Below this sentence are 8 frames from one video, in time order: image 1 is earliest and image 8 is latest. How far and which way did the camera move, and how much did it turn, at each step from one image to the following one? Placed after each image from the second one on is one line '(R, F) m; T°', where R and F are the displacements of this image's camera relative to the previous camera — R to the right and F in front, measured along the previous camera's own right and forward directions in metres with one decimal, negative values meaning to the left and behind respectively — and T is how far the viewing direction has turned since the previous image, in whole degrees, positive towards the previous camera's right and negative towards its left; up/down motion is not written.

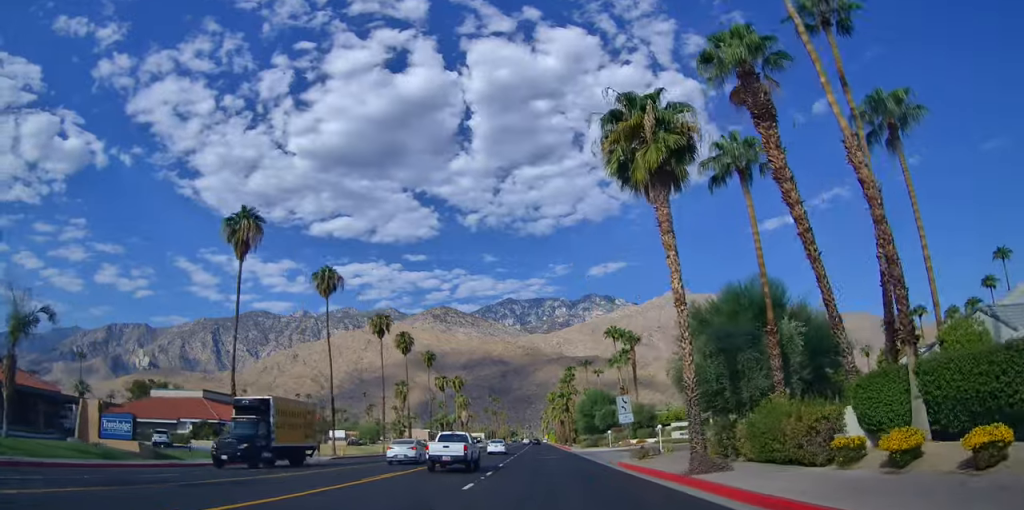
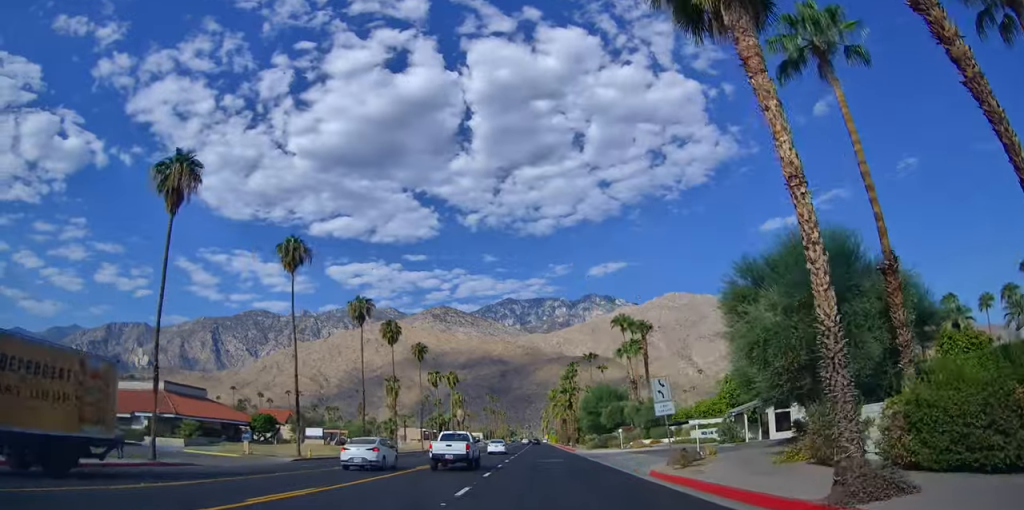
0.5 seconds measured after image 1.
(0.0, +8.8) m; 0°
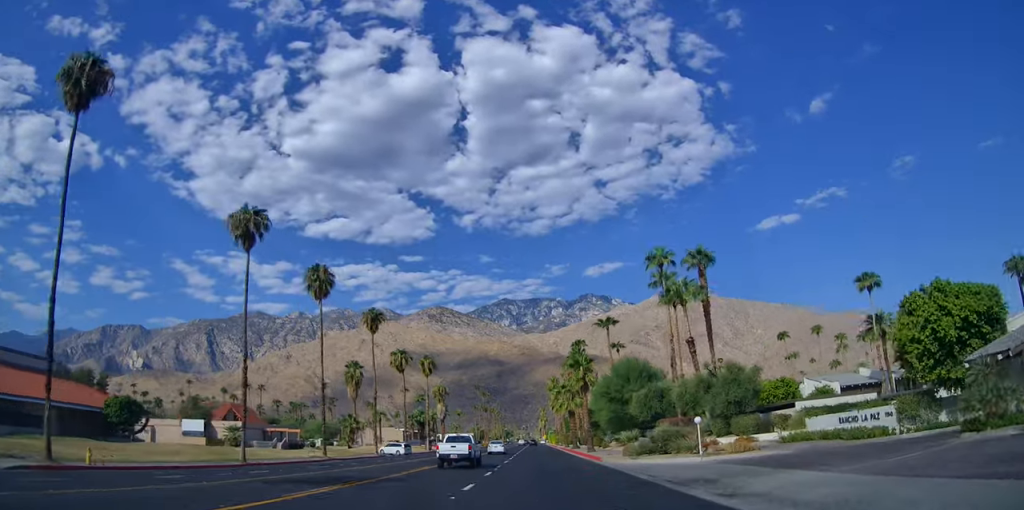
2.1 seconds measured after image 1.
(0.0, +27.7) m; 0°
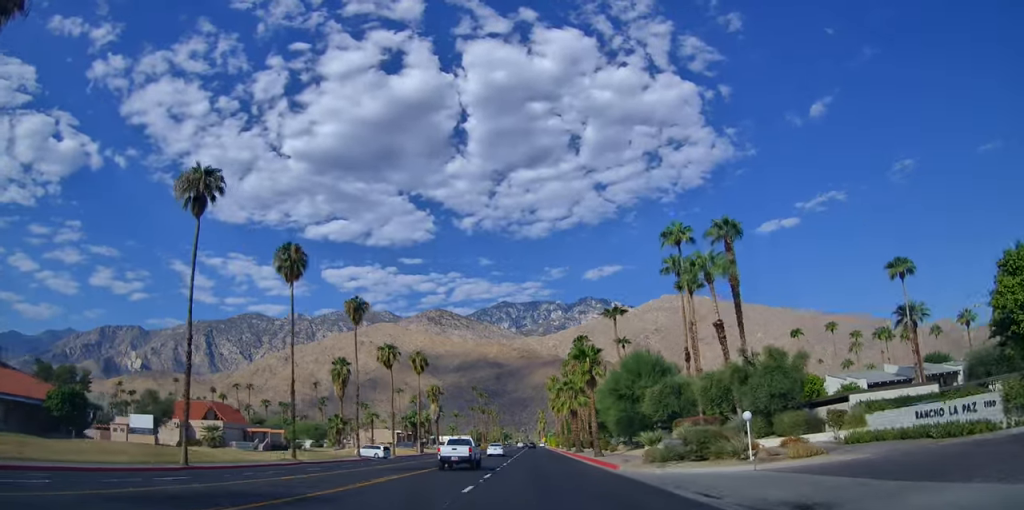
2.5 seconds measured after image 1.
(0.0, +7.0) m; 0°
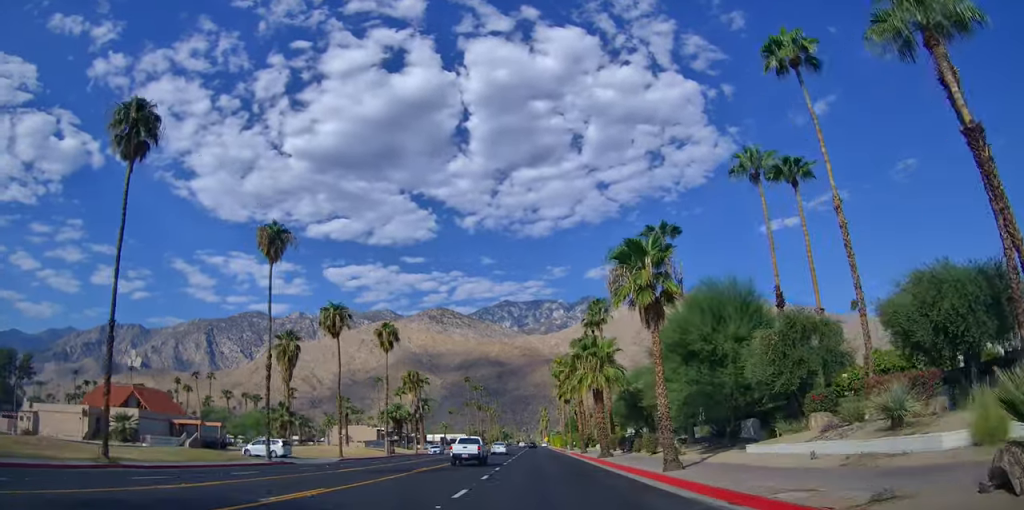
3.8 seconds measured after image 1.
(0.0, +23.5) m; -1°
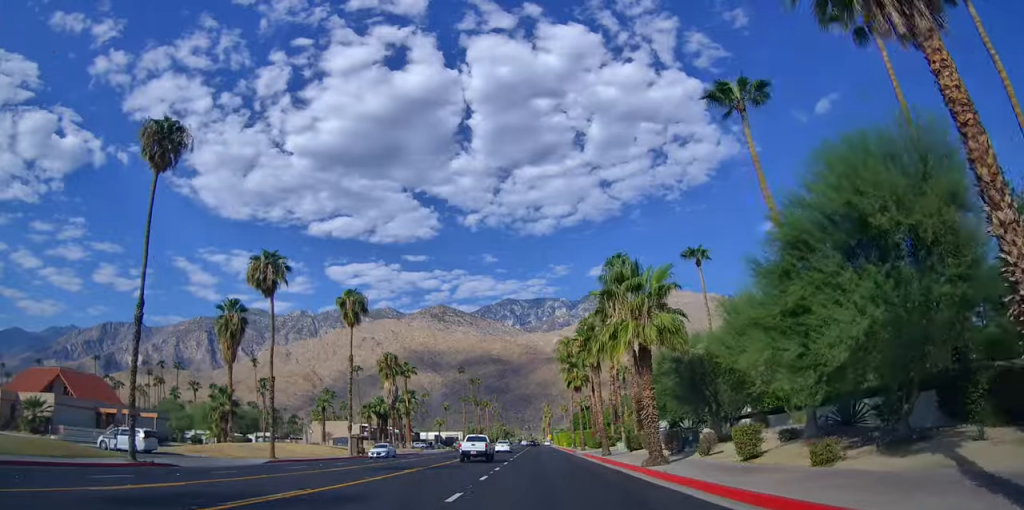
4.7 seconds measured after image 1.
(-0.2, +16.4) m; -1°
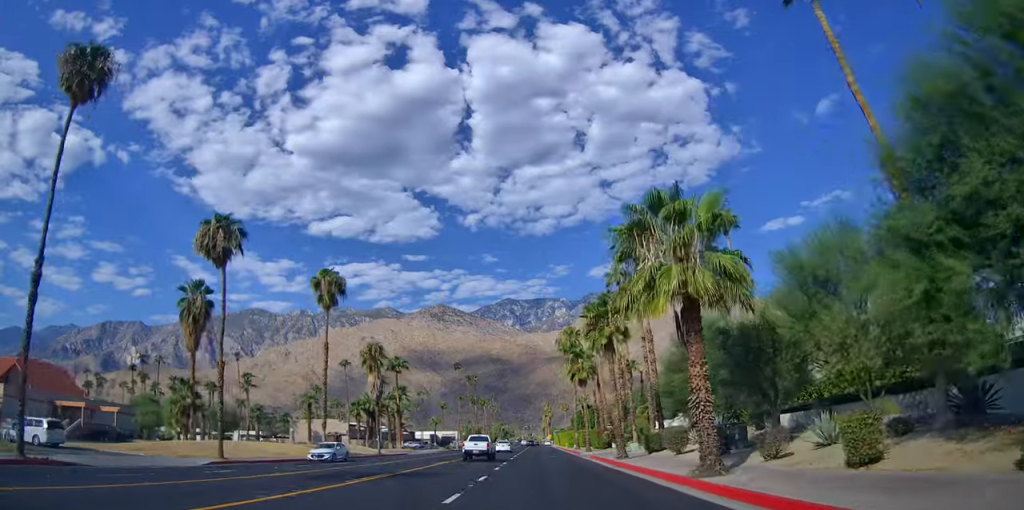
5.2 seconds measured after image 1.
(-0.1, +7.6) m; 0°
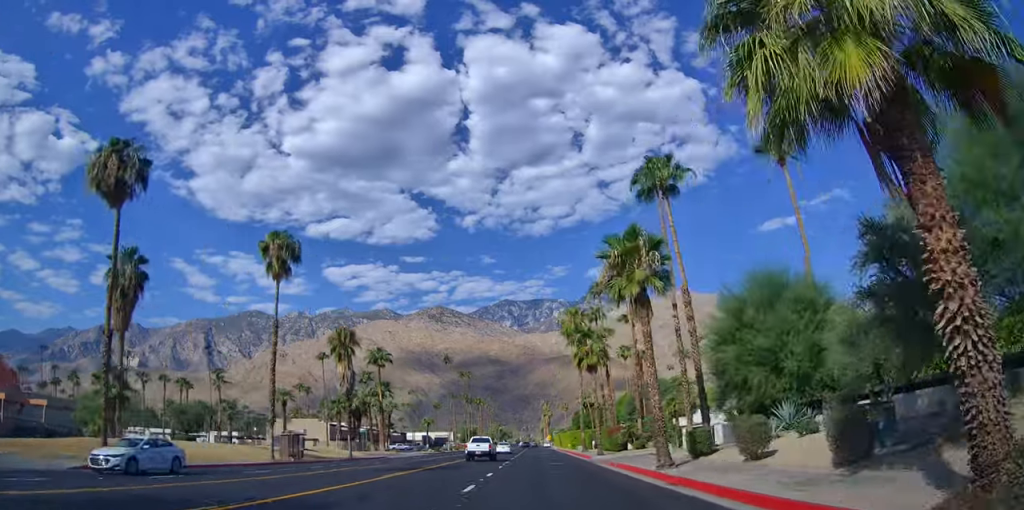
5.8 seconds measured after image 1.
(0.0, +11.1) m; +1°
